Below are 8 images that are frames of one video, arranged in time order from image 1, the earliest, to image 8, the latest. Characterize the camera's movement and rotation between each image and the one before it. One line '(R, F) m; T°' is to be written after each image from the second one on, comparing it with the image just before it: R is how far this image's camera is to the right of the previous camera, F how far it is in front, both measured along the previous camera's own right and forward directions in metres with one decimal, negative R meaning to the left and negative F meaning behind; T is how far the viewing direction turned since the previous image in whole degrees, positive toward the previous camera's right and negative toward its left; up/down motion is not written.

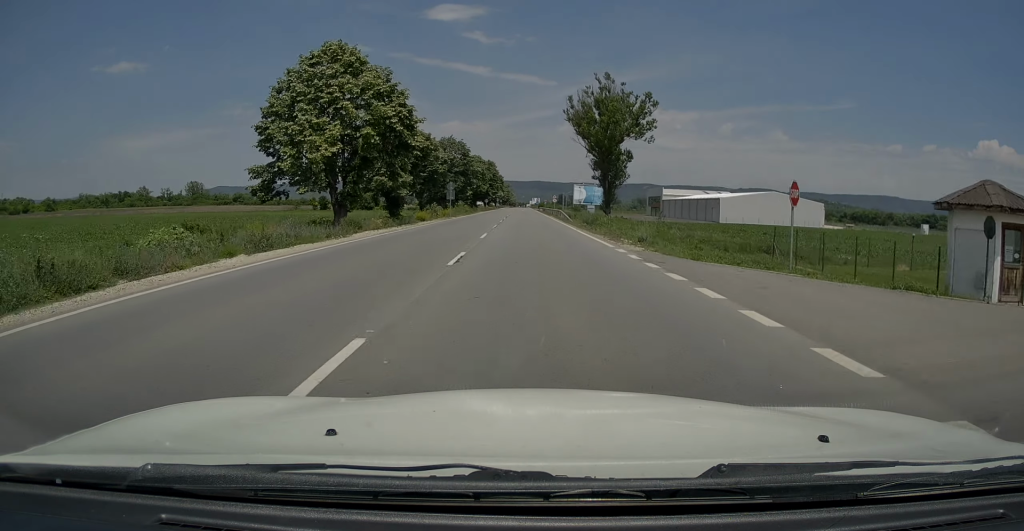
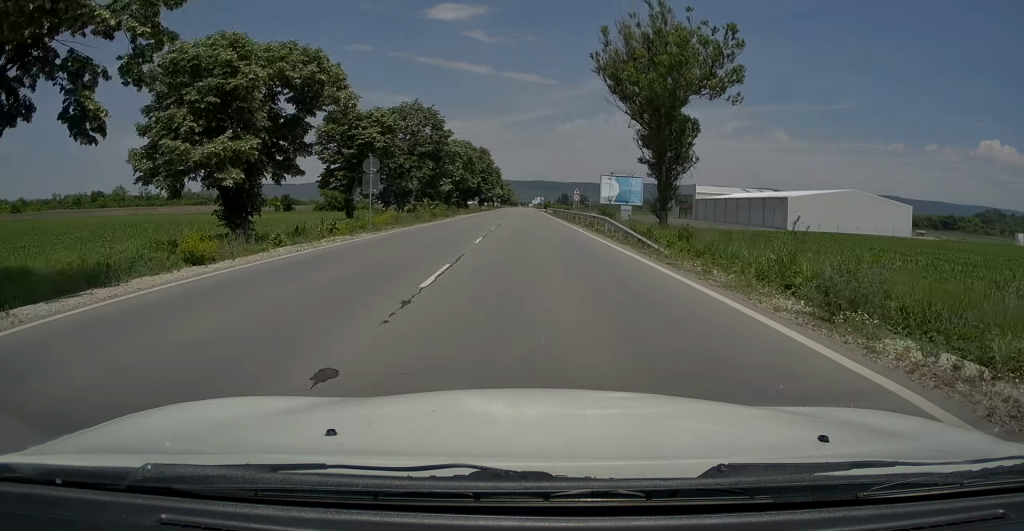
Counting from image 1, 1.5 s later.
(-0.1, +29.9) m; 0°
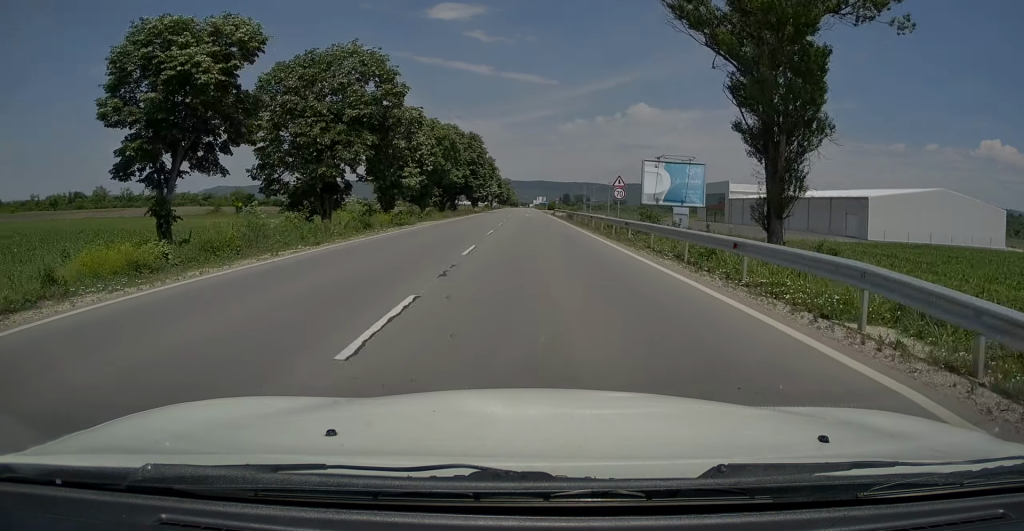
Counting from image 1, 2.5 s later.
(0.0, +21.6) m; 0°
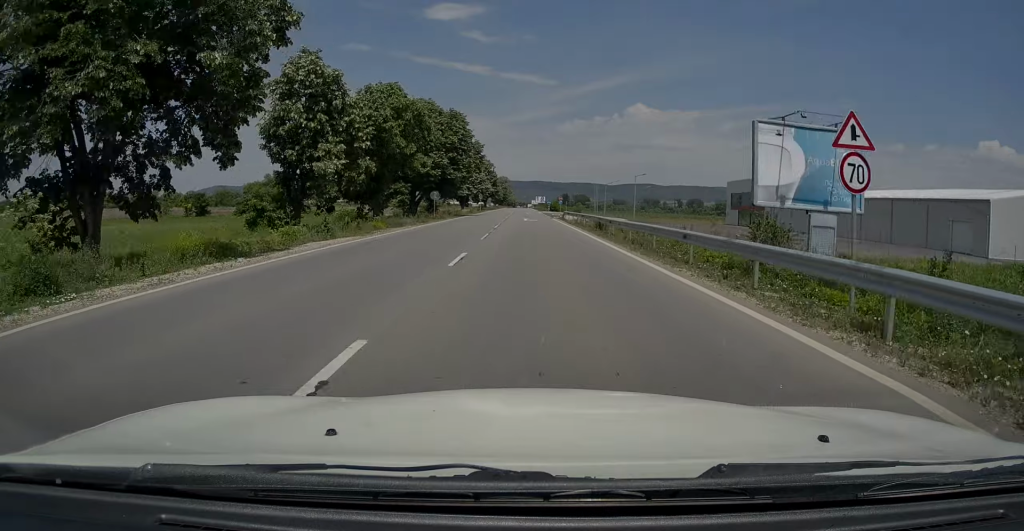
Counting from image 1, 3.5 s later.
(-0.1, +20.2) m; 0°
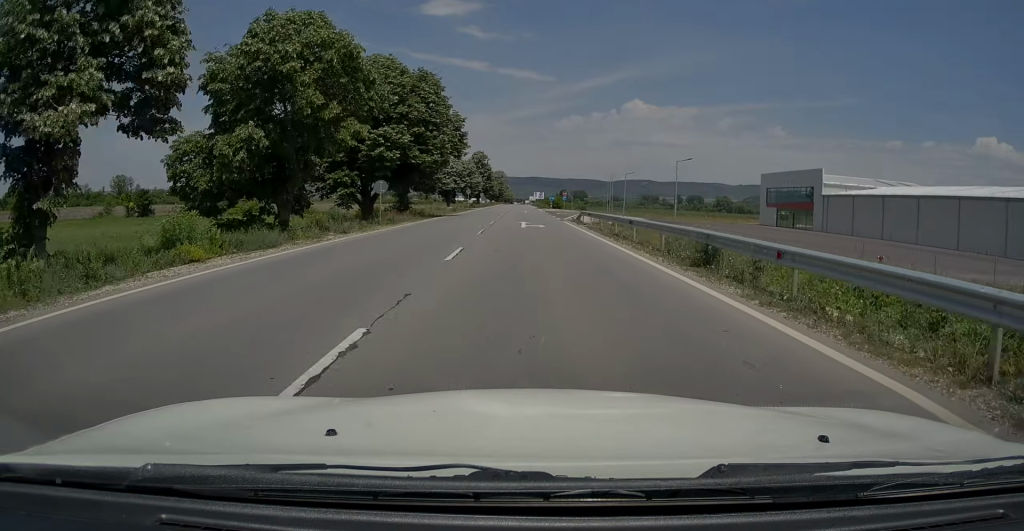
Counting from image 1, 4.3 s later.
(0.0, +17.7) m; 0°
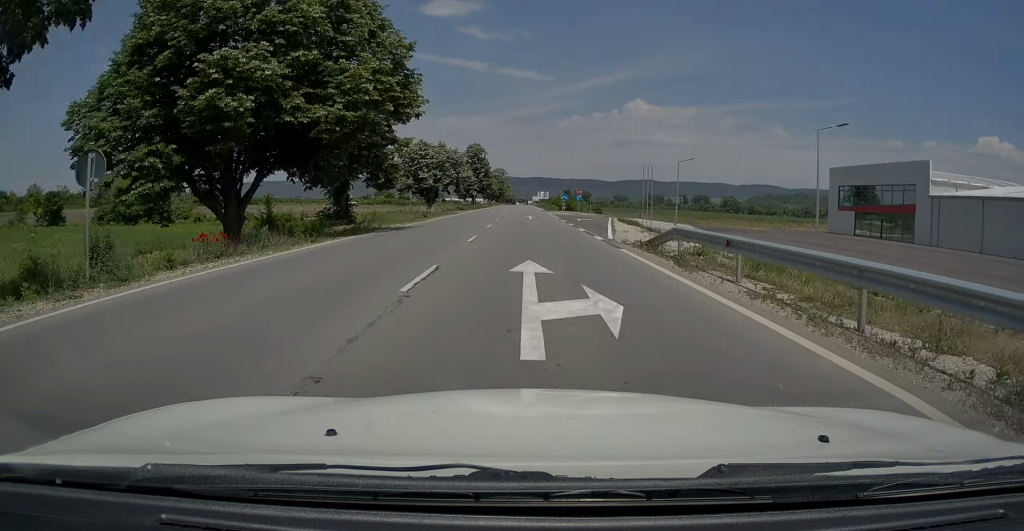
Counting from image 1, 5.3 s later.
(+0.2, +22.3) m; 0°
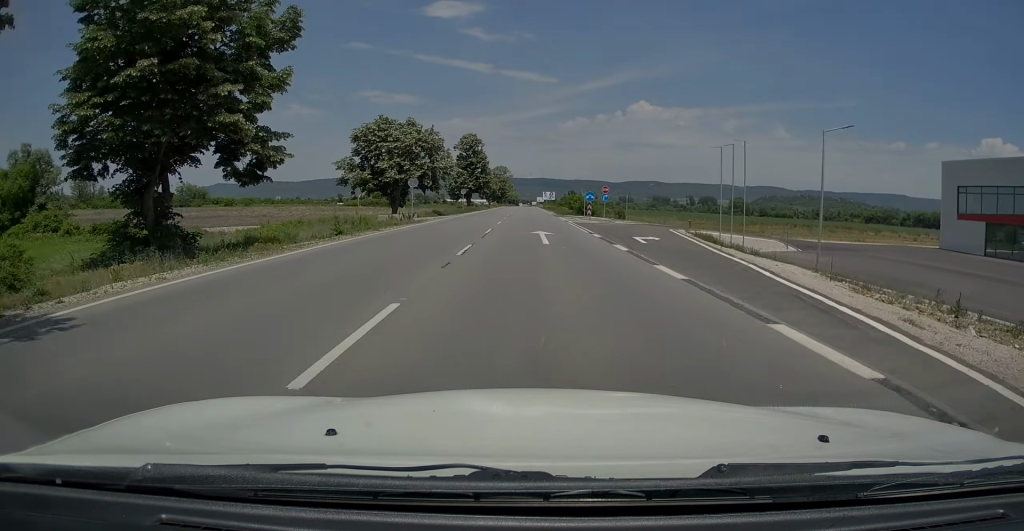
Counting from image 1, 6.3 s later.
(0.0, +22.6) m; 0°
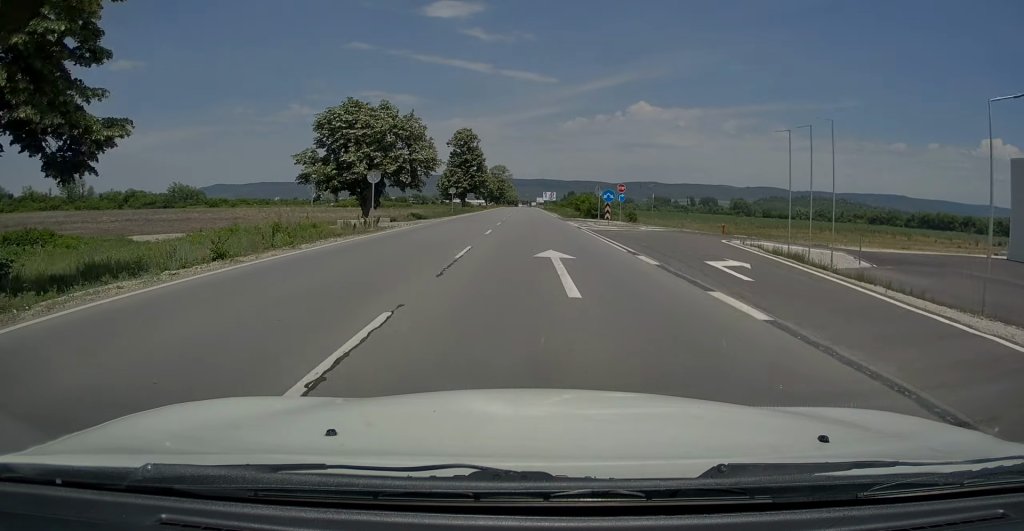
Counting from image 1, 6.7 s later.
(-0.1, +9.8) m; 0°
